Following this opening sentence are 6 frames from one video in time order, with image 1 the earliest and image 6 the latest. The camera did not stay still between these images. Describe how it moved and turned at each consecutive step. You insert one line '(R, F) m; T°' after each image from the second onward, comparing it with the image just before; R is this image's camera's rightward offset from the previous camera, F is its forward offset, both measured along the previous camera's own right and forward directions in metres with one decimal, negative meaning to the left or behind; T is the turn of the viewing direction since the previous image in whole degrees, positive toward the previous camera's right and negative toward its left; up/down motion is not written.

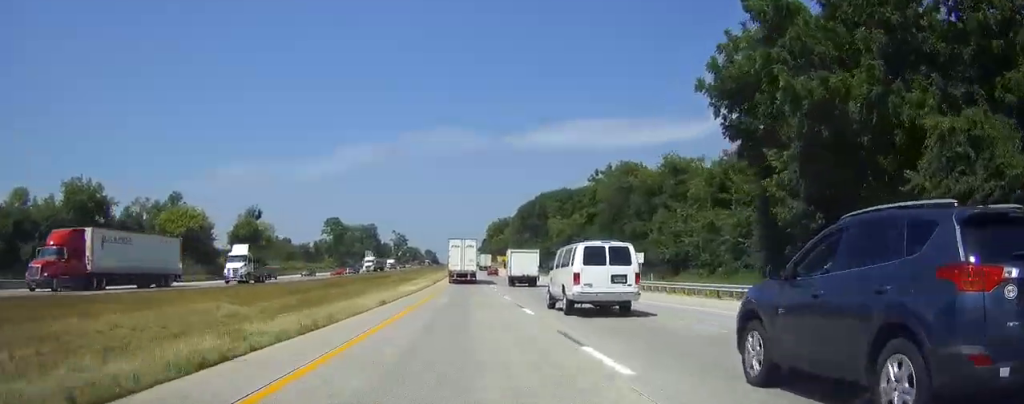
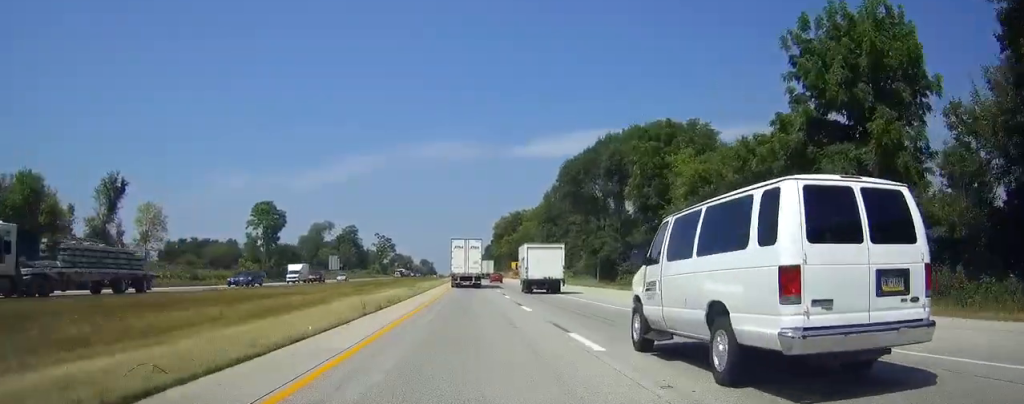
(+0.3, +70.8) m; 0°
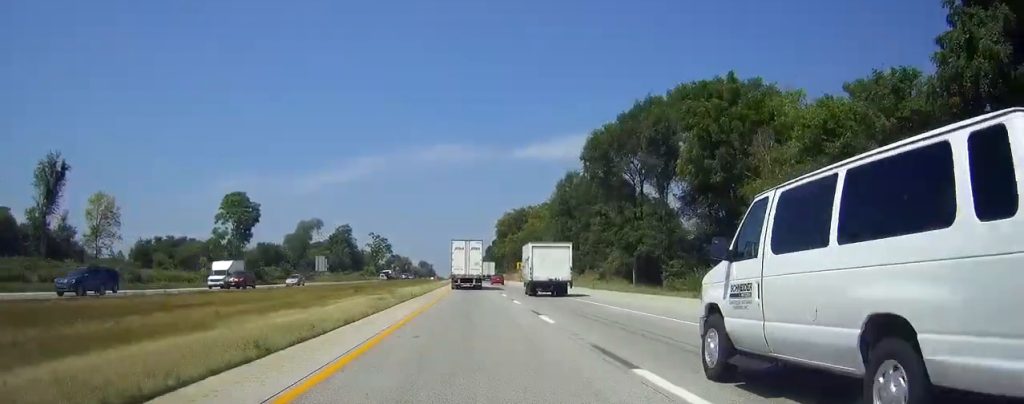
(0.0, +17.7) m; 0°
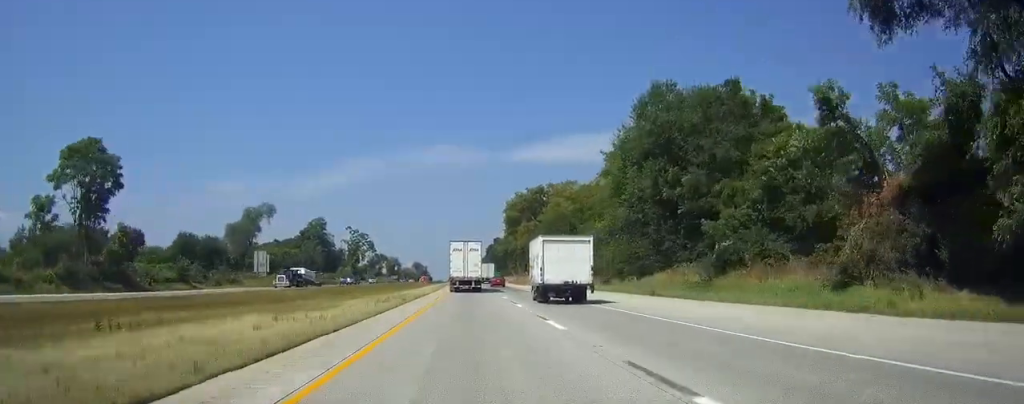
(0.0, +51.3) m; 0°
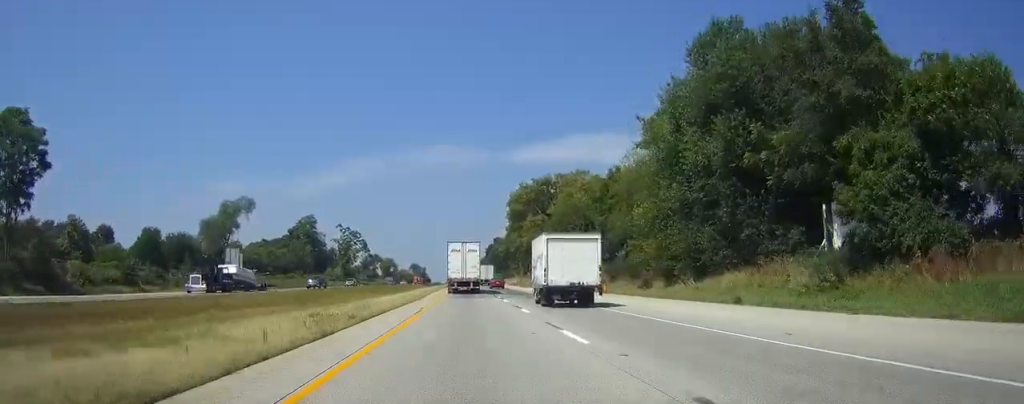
(0.0, +15.2) m; 0°
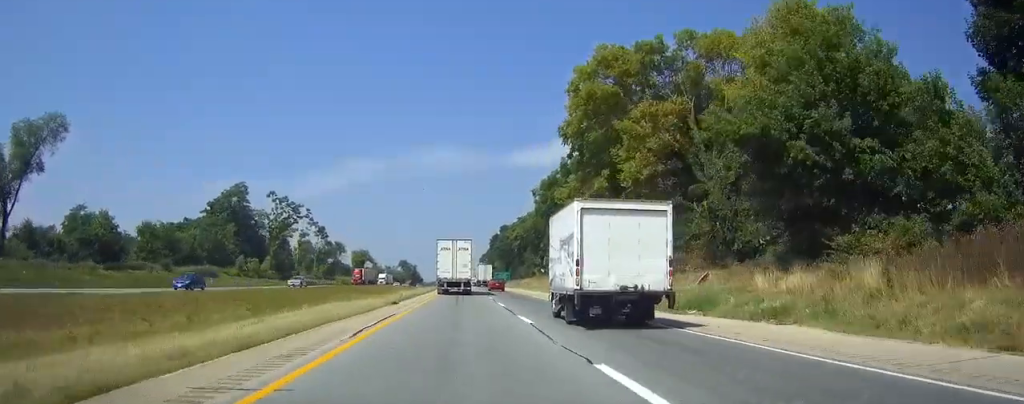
(-0.1, +74.7) m; 0°
